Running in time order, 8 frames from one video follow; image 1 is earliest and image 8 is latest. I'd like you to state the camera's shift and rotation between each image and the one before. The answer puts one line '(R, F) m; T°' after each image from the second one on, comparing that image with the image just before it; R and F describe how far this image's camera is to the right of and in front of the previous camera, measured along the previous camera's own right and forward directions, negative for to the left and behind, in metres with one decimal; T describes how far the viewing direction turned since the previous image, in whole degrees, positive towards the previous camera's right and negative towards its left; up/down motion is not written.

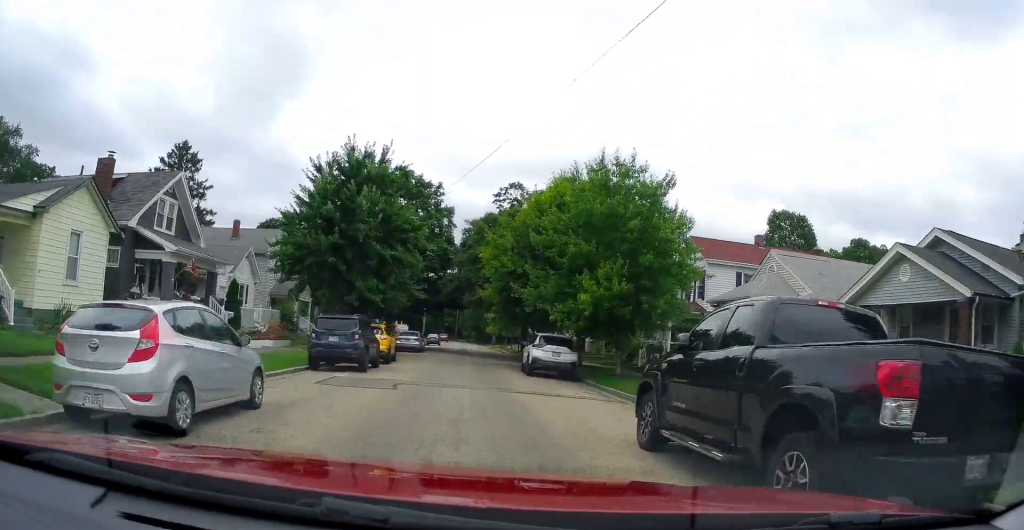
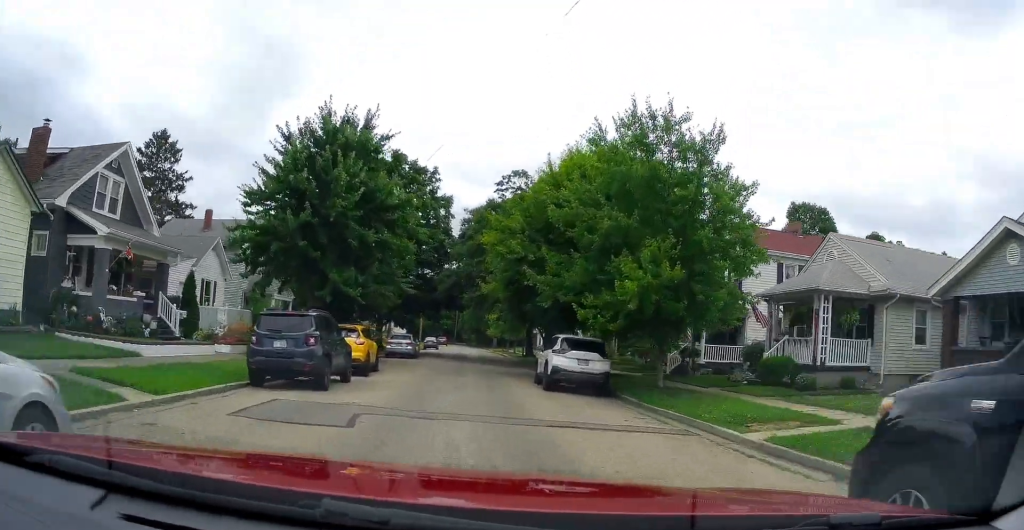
(0.0, +5.5) m; 0°
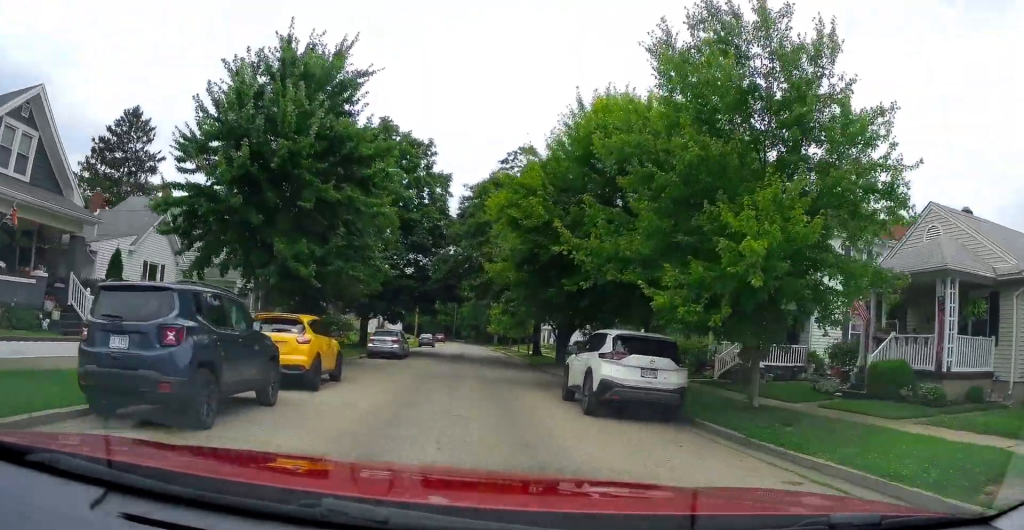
(0.0, +6.6) m; 0°
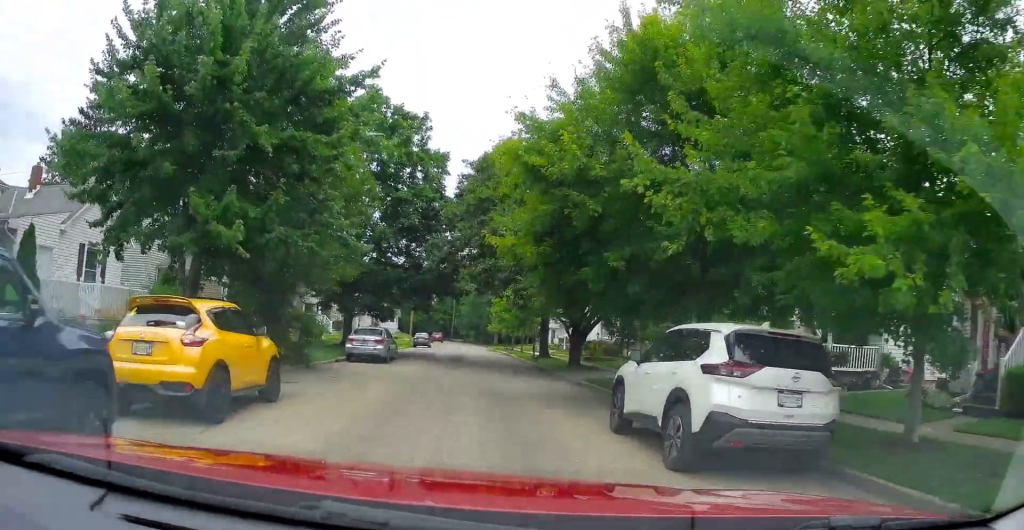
(0.0, +5.3) m; +1°
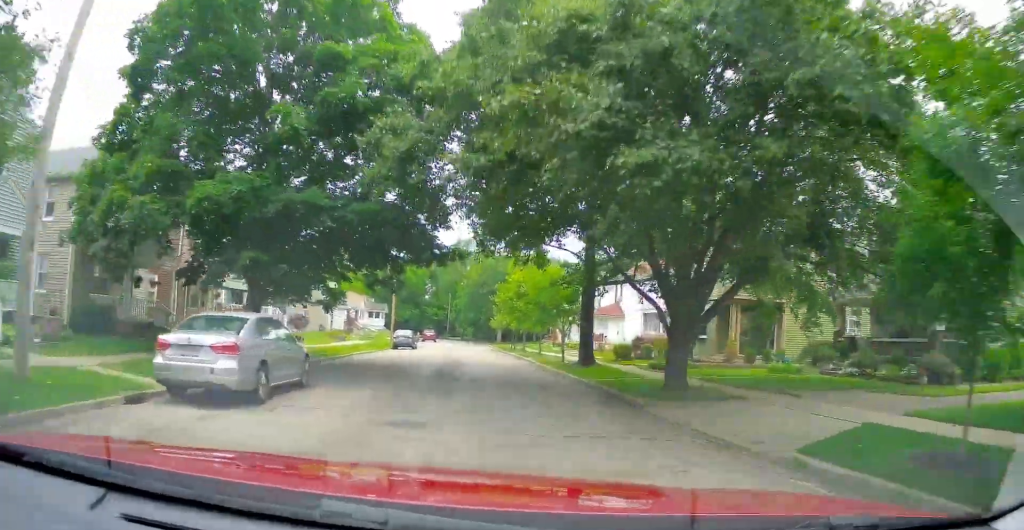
(+0.5, +15.9) m; +1°
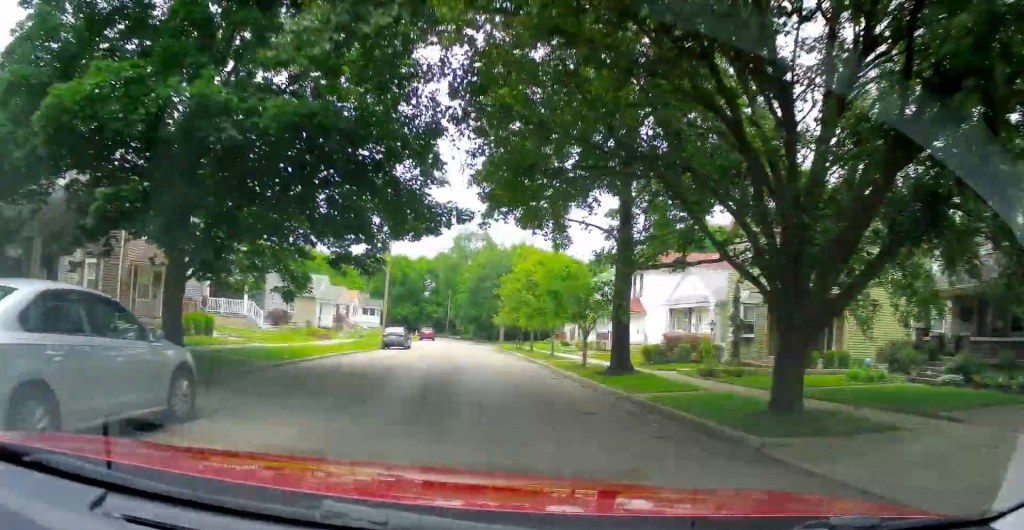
(-0.2, +5.9) m; -1°
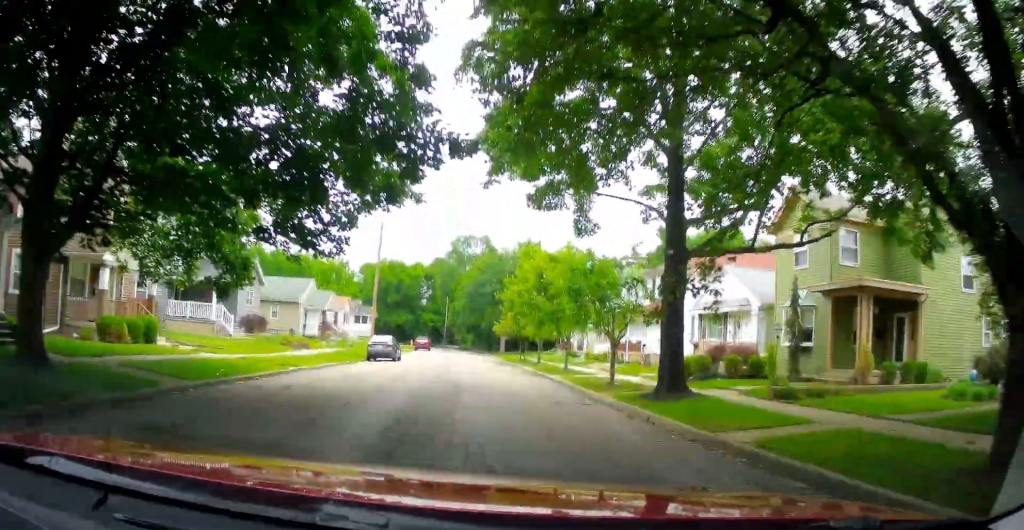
(-0.1, +5.5) m; -1°
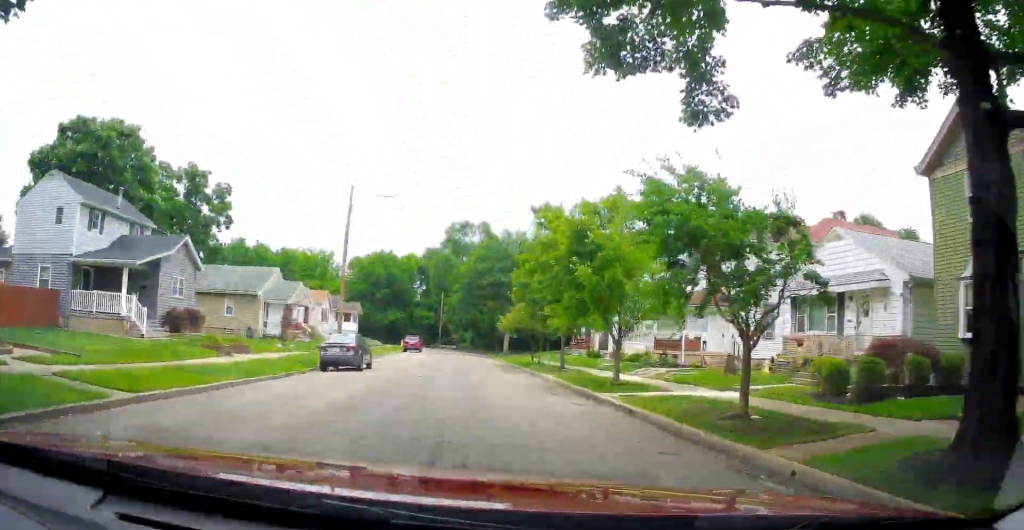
(0.0, +10.8) m; 0°
